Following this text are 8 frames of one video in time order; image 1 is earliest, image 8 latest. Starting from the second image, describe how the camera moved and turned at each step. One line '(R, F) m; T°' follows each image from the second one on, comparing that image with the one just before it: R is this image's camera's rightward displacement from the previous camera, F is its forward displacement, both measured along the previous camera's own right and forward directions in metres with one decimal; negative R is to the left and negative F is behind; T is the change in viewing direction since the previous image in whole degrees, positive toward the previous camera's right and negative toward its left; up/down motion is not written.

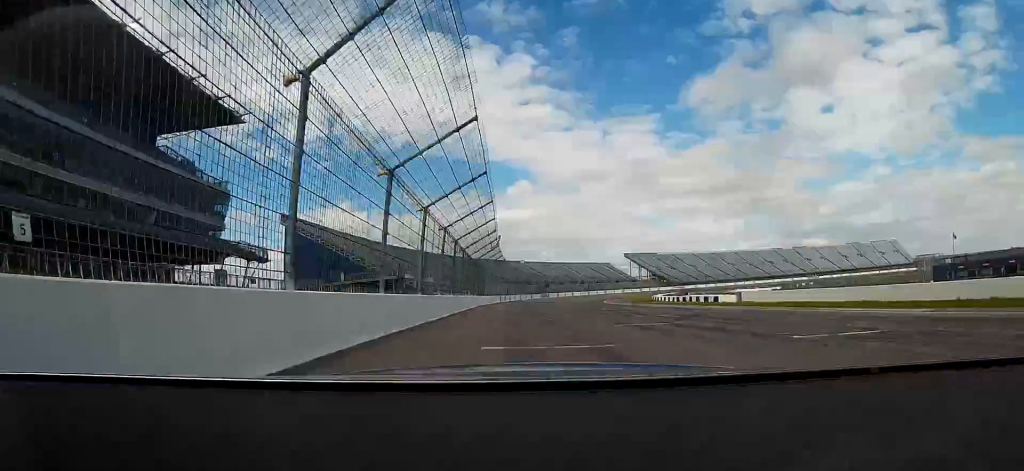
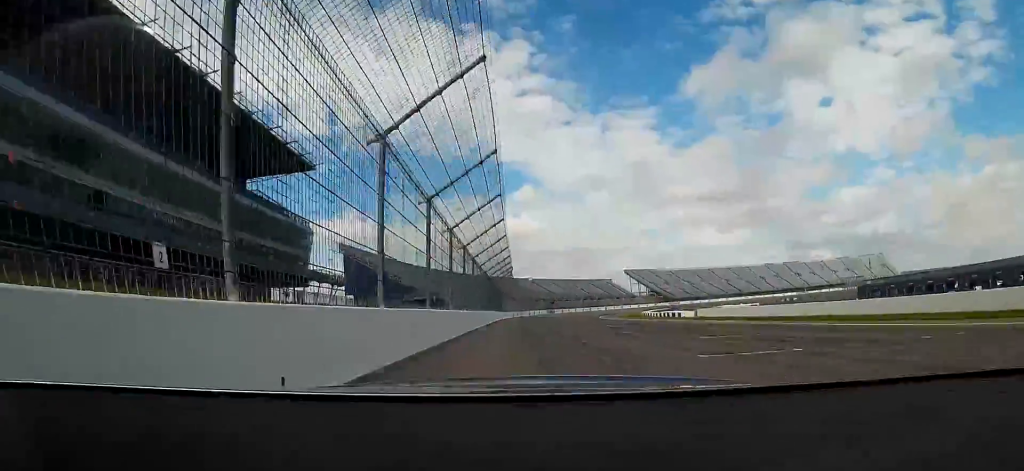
(-0.1, +26.3) m; 0°
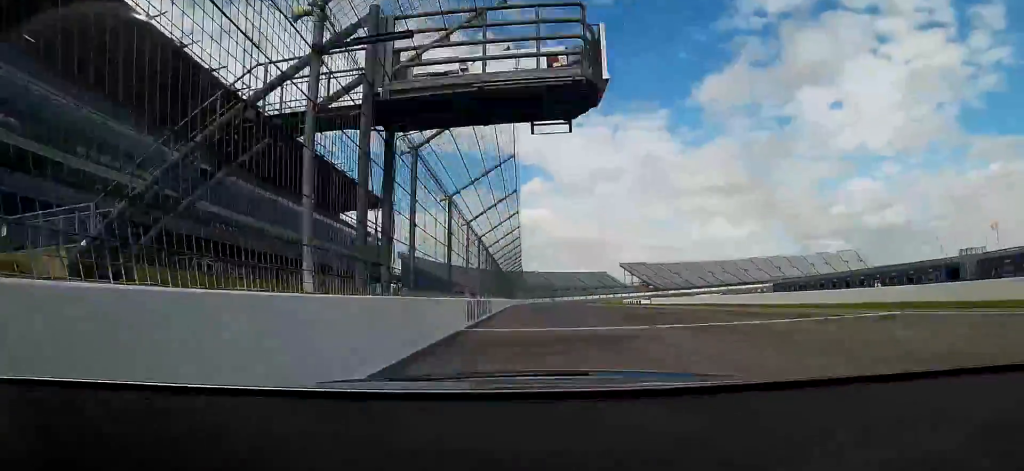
(-0.2, +45.6) m; -1°
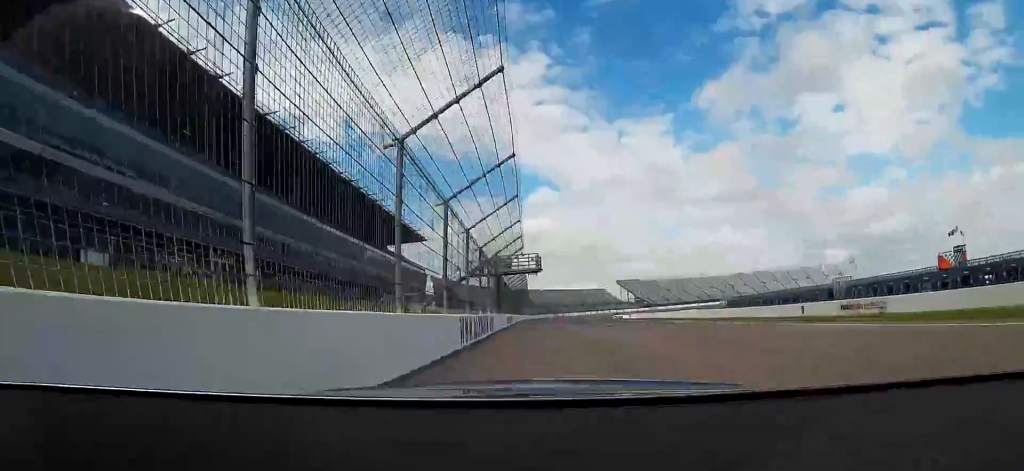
(-0.2, +42.4) m; -1°
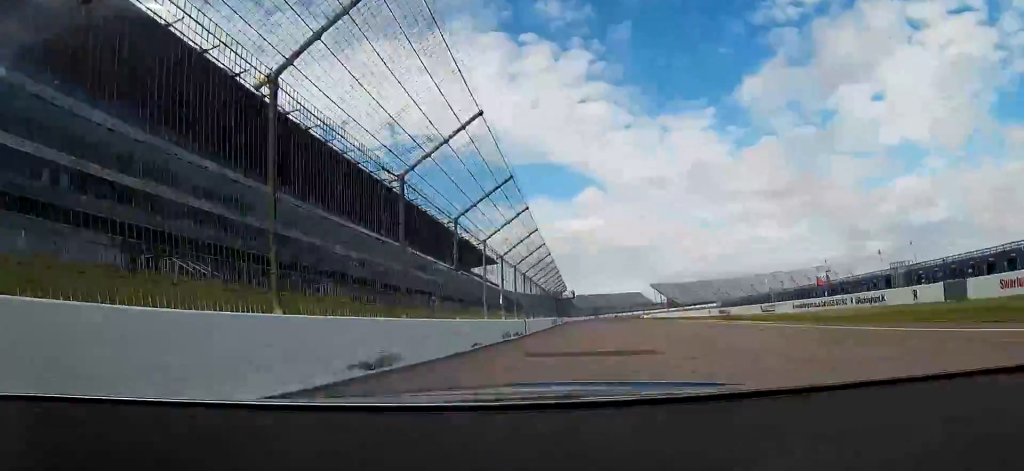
(-1.1, +70.9) m; -4°
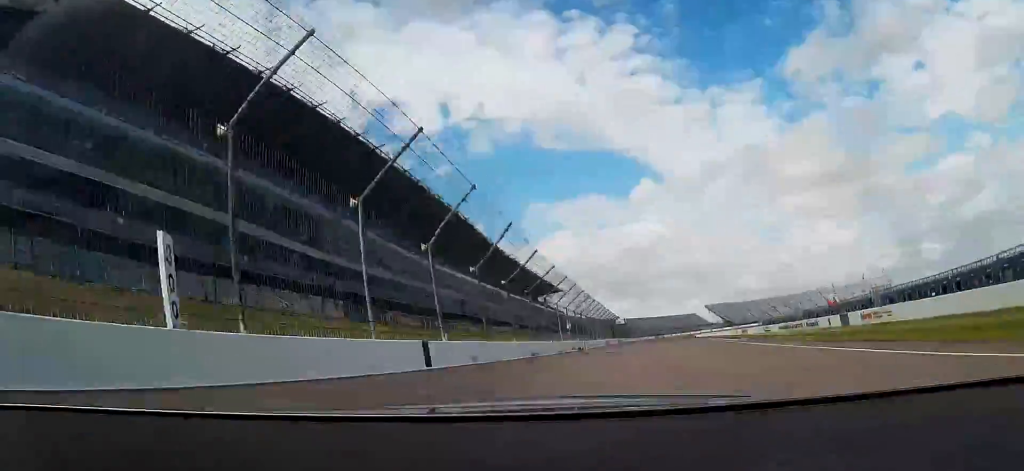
(-1.6, +33.1) m; -4°
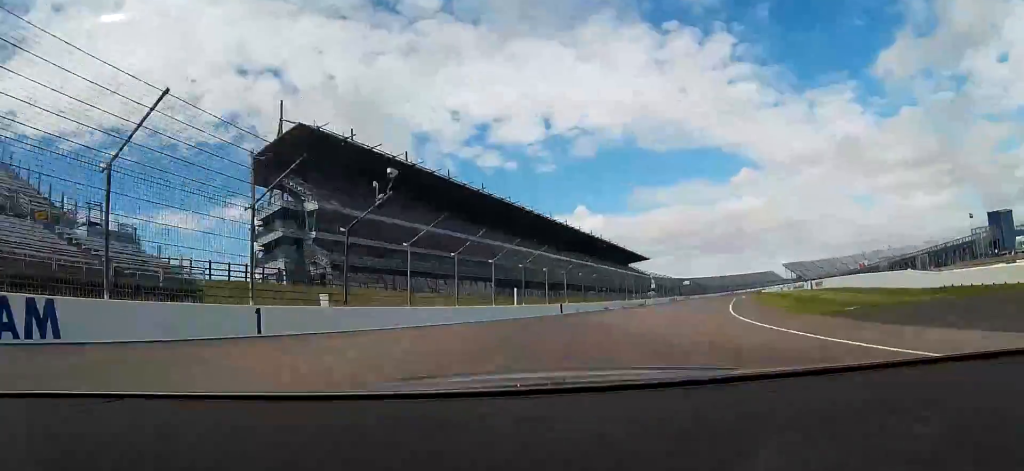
(-2.1, +44.7) m; -7°
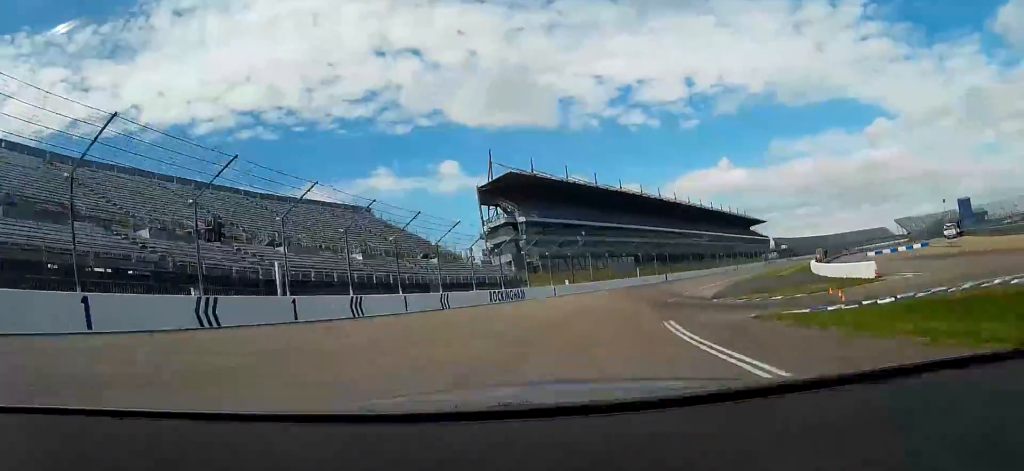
(-6.8, +59.2) m; -15°
